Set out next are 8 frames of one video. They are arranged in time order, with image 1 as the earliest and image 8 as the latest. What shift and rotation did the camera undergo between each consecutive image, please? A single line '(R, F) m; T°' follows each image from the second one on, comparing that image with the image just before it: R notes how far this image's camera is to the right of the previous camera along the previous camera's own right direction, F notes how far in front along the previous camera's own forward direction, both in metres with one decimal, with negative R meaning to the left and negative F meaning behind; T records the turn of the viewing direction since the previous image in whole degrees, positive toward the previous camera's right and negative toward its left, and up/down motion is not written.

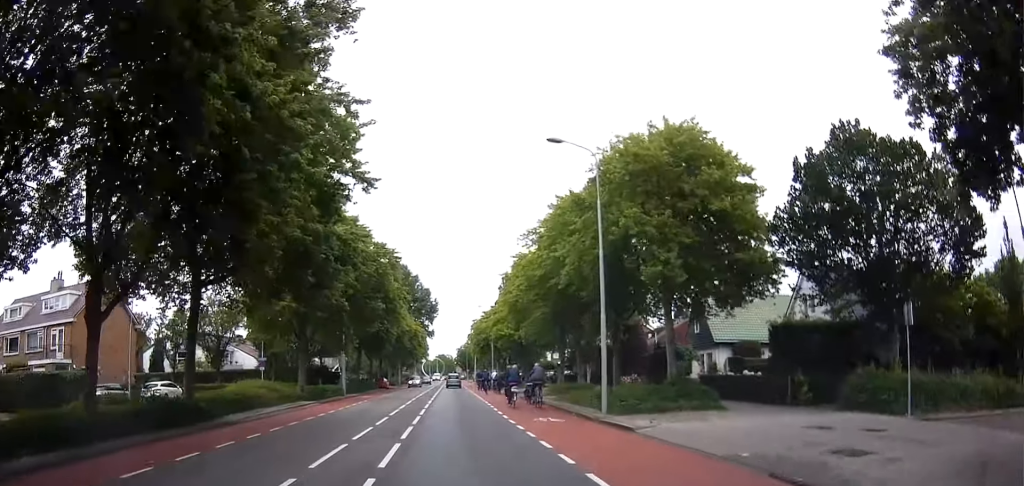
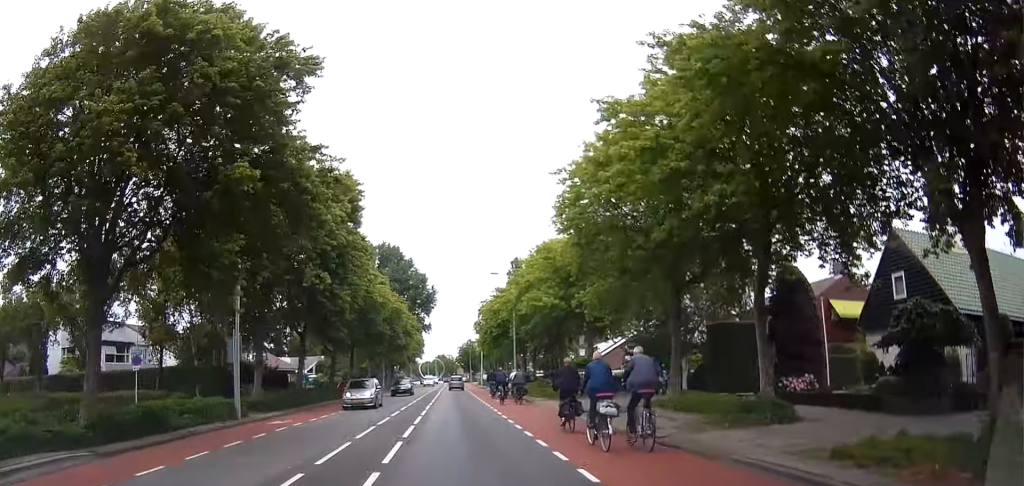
(0.0, +23.7) m; 0°
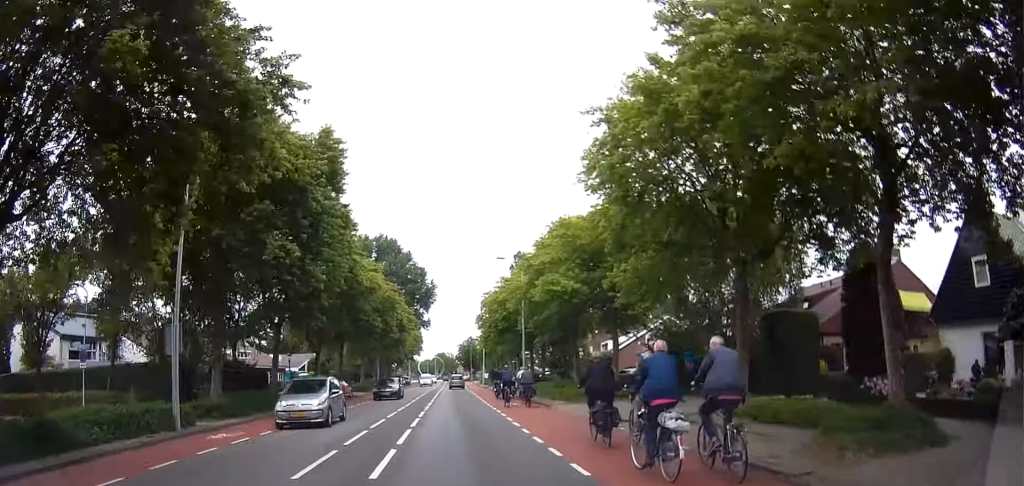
(0.0, +5.6) m; 0°
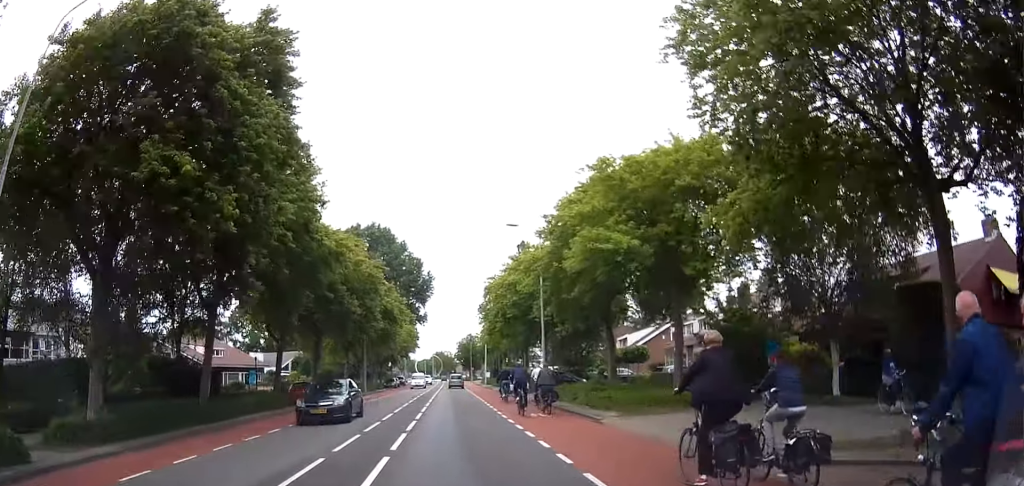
(0.0, +9.1) m; 0°
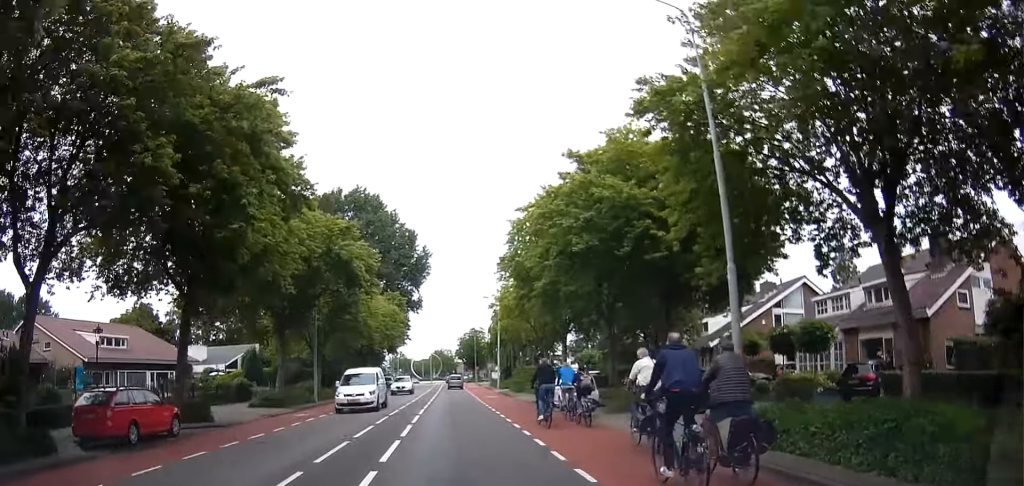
(0.0, +21.5) m; 0°
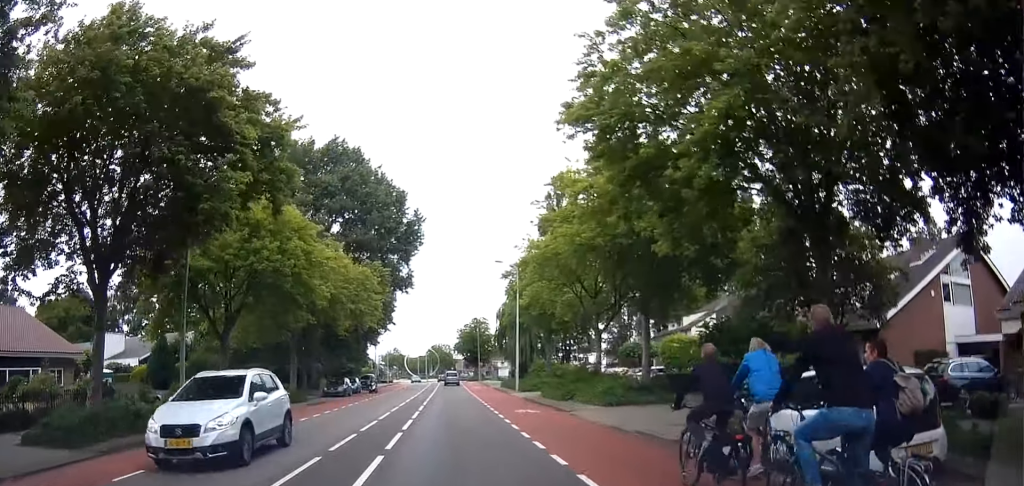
(+0.1, +18.7) m; 0°
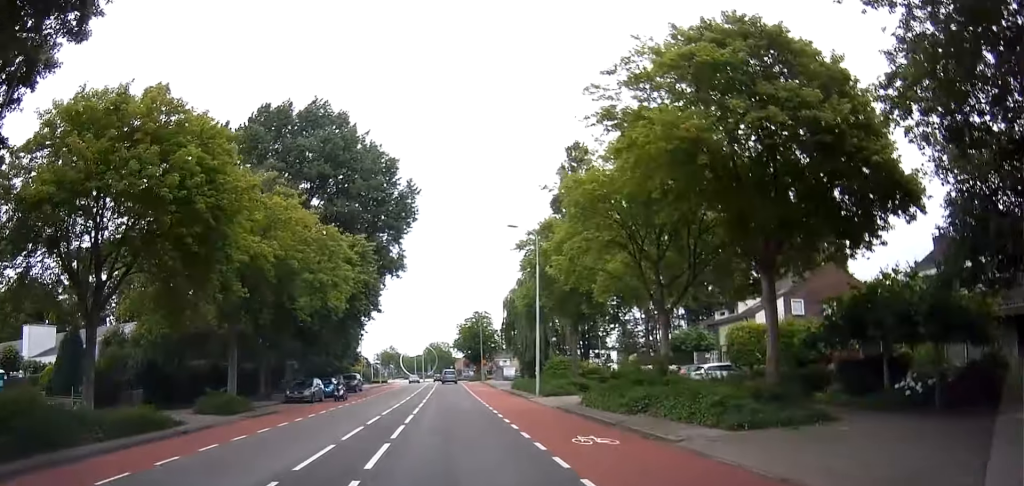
(0.0, +10.5) m; 0°
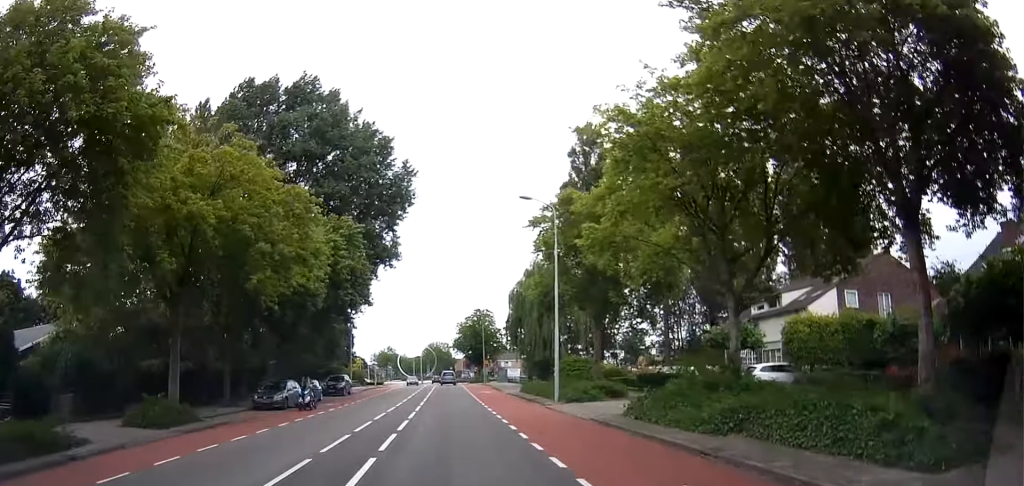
(-0.1, +5.9) m; 0°
